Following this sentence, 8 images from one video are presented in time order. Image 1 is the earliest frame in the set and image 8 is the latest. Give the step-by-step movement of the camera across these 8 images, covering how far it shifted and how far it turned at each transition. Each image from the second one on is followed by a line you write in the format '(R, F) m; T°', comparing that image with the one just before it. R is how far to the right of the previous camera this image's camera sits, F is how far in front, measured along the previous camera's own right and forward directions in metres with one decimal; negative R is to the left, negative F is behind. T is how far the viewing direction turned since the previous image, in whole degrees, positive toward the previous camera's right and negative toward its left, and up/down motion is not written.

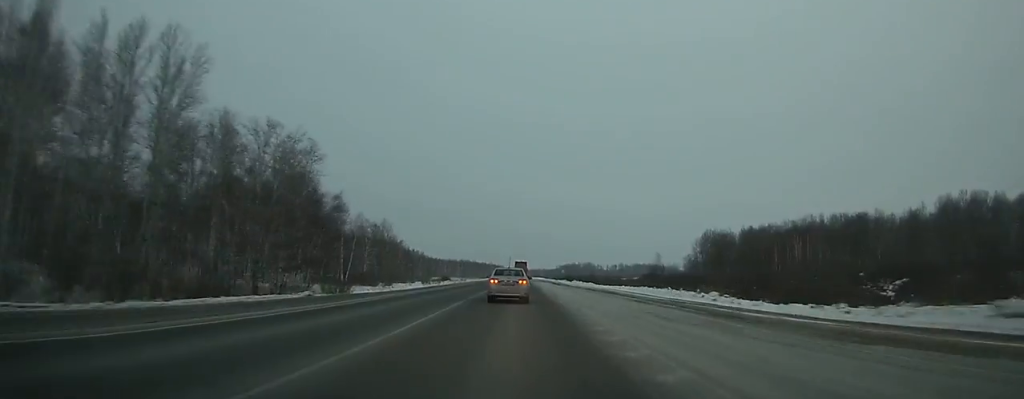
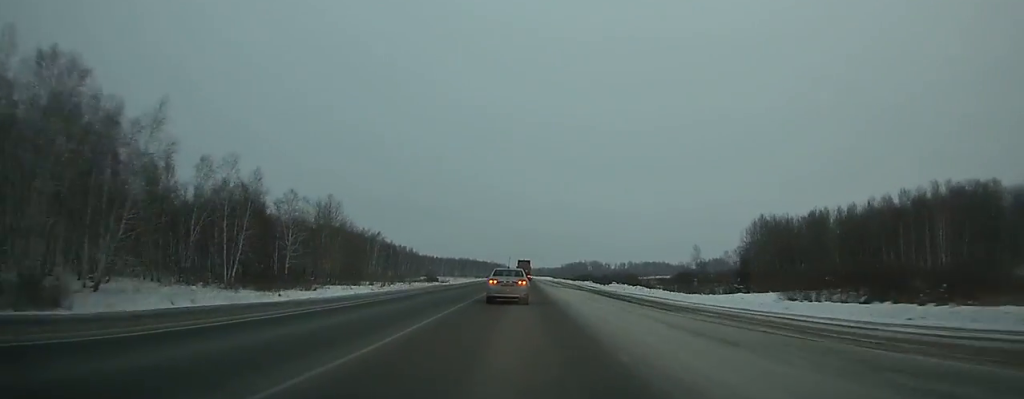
(+0.1, +50.5) m; 0°
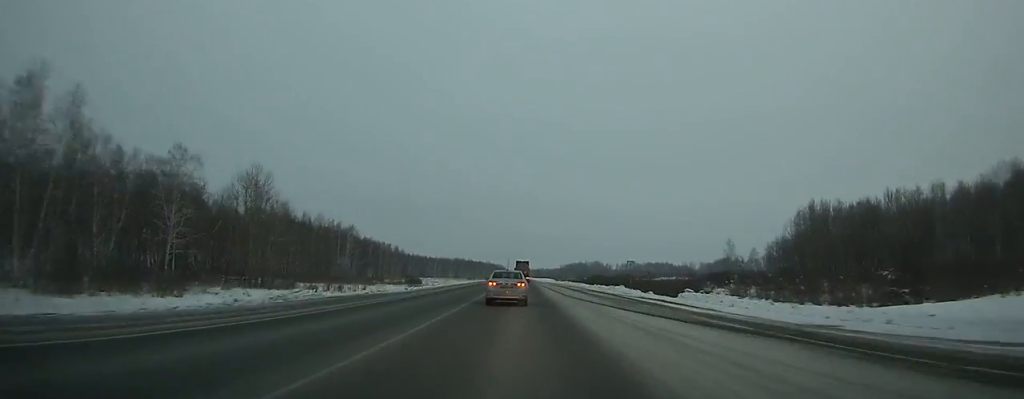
(0.0, +34.3) m; 0°
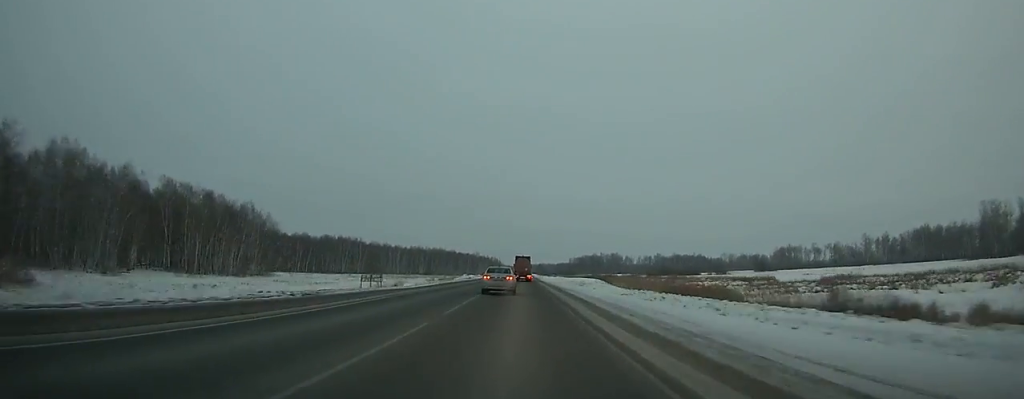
(+0.2, +174.2) m; 0°
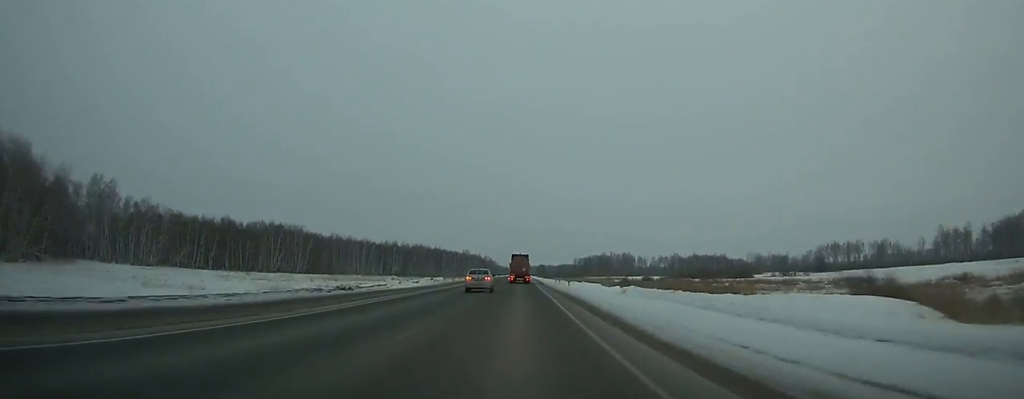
(-0.2, +88.4) m; 0°
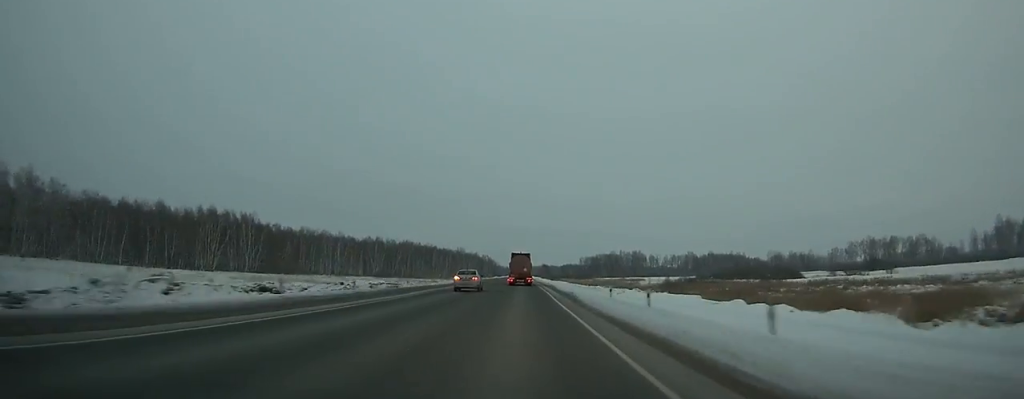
(+0.1, +48.0) m; 0°
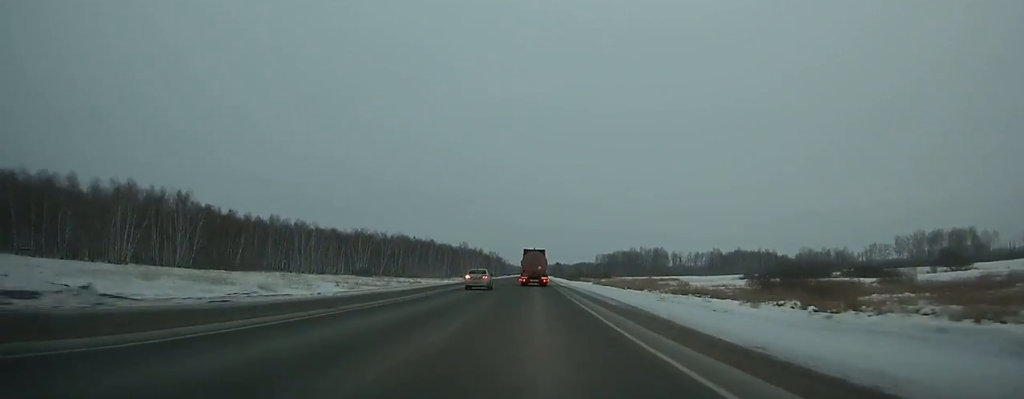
(-0.5, +50.0) m; 0°
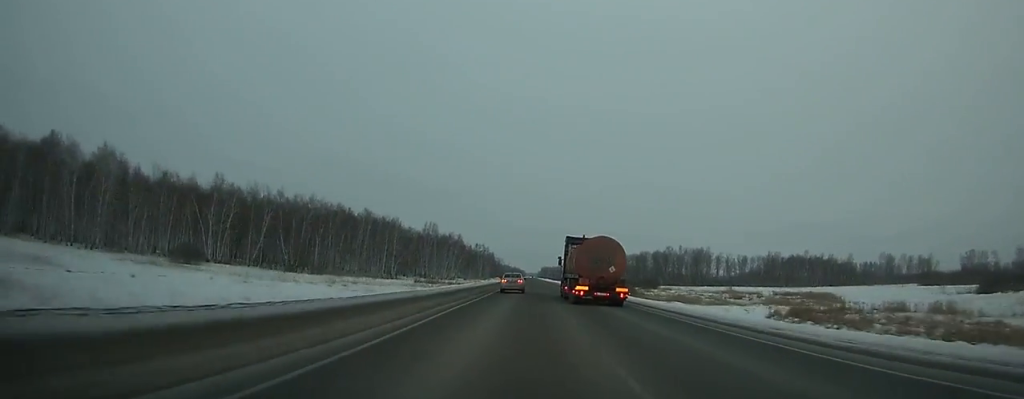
(+0.1, +127.9) m; 0°
